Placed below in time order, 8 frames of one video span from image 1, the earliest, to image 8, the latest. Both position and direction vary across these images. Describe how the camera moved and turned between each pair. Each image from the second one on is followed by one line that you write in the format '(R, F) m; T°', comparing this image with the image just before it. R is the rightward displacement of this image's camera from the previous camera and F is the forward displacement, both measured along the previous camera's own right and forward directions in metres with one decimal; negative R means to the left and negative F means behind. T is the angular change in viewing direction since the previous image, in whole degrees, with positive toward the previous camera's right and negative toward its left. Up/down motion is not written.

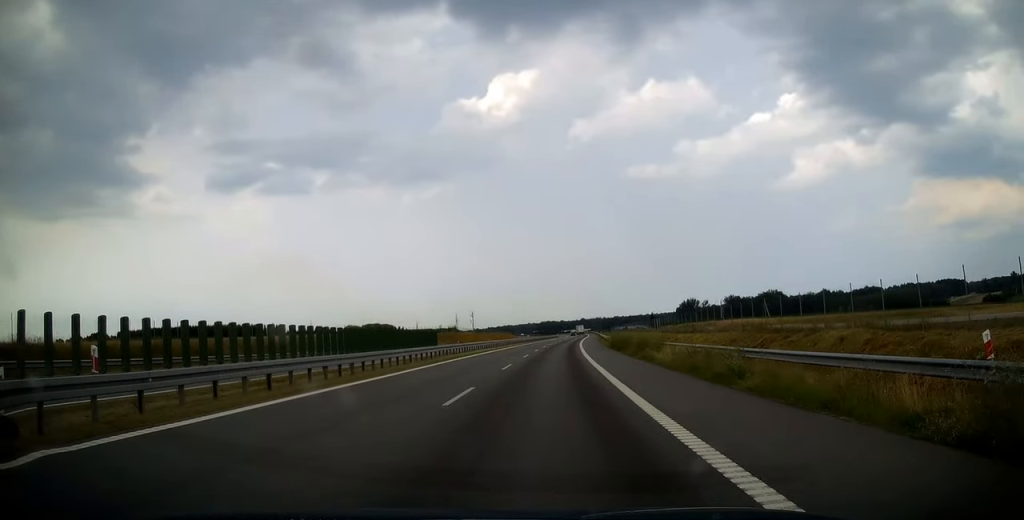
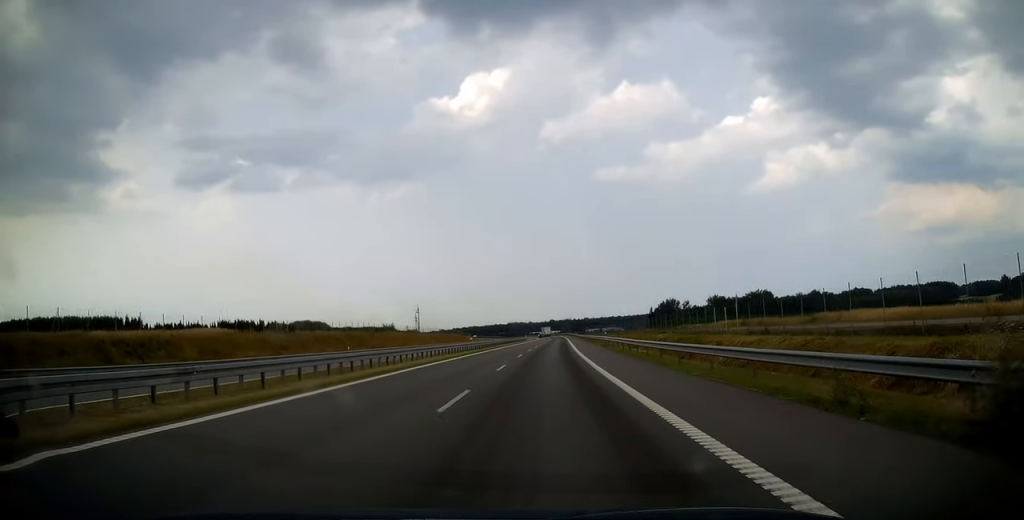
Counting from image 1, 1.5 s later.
(+1.0, +48.7) m; +2°
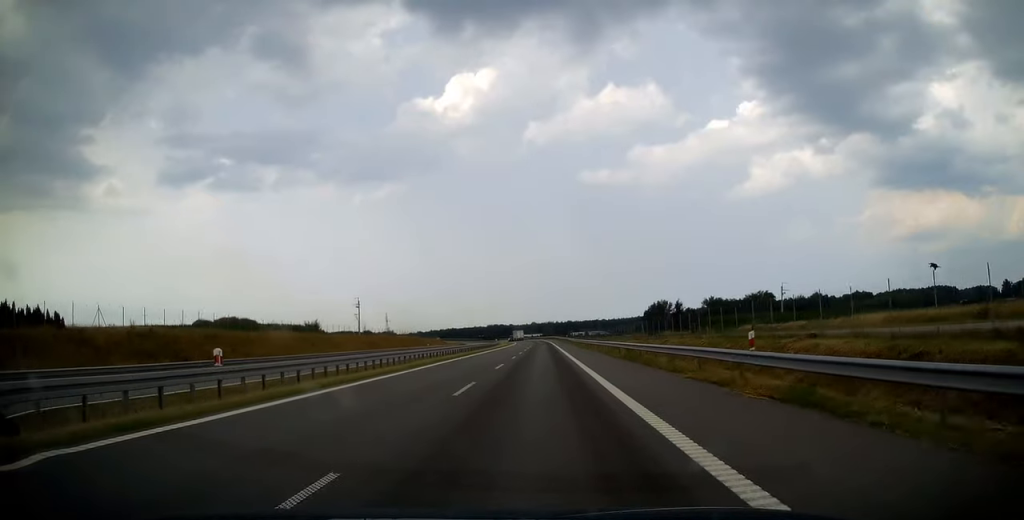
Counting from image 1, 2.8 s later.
(+0.6, +44.3) m; +2°
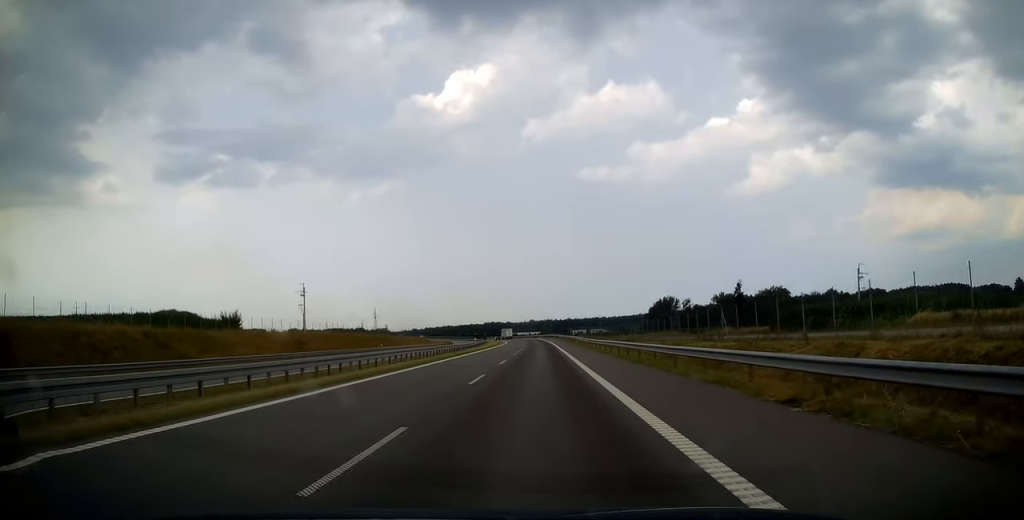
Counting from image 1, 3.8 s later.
(+0.5, +32.8) m; +1°
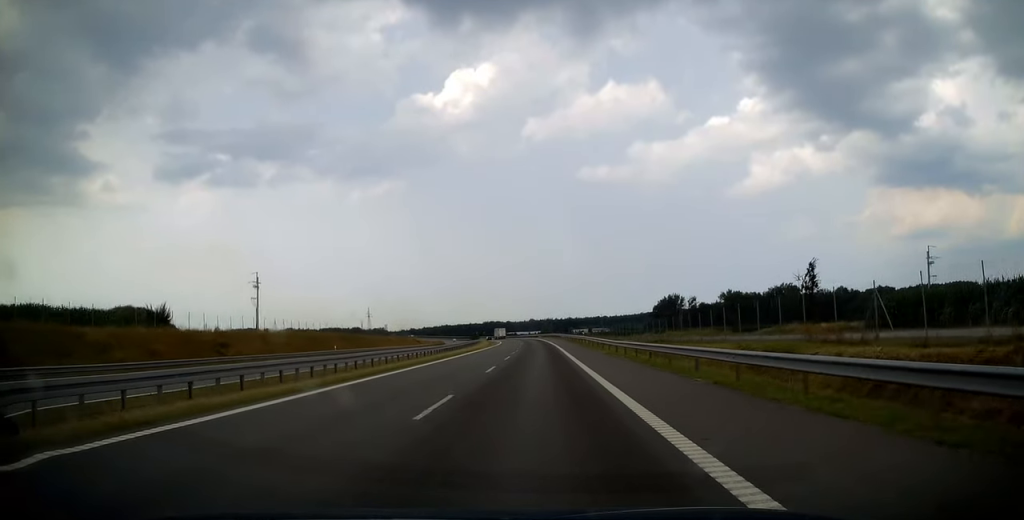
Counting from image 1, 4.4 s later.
(+0.1, +19.2) m; 0°
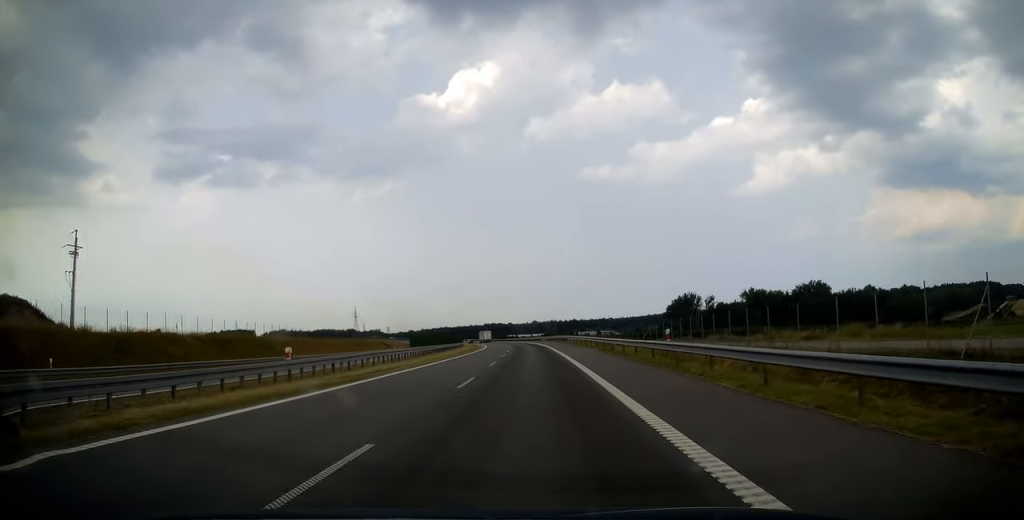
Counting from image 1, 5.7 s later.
(-0.4, +42.1) m; -1°
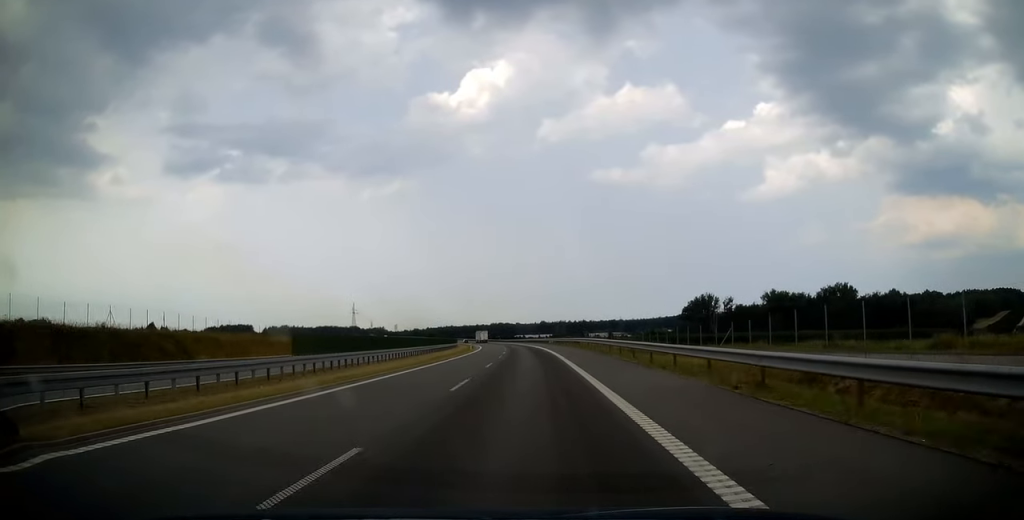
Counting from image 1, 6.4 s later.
(-0.1, +24.0) m; -1°
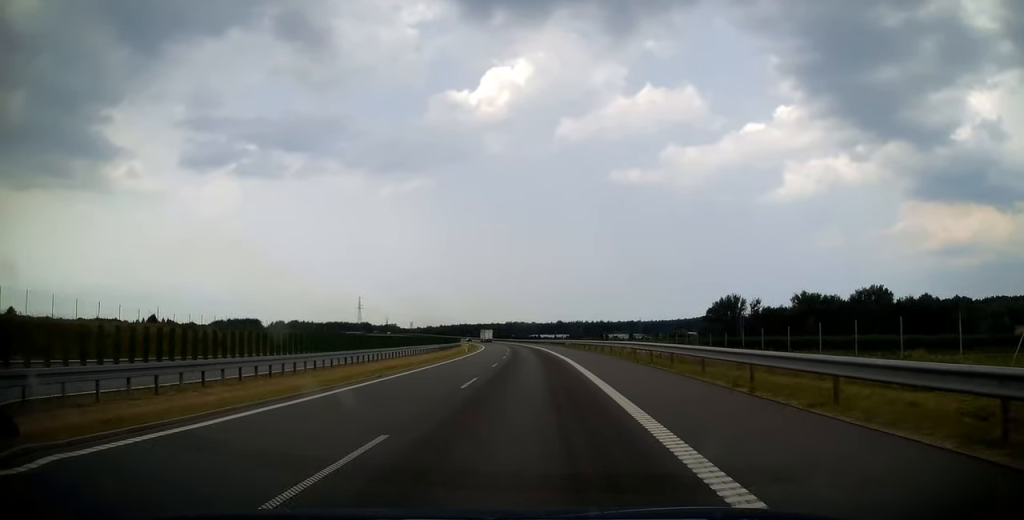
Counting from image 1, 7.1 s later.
(+0.1, +22.9) m; -1°
